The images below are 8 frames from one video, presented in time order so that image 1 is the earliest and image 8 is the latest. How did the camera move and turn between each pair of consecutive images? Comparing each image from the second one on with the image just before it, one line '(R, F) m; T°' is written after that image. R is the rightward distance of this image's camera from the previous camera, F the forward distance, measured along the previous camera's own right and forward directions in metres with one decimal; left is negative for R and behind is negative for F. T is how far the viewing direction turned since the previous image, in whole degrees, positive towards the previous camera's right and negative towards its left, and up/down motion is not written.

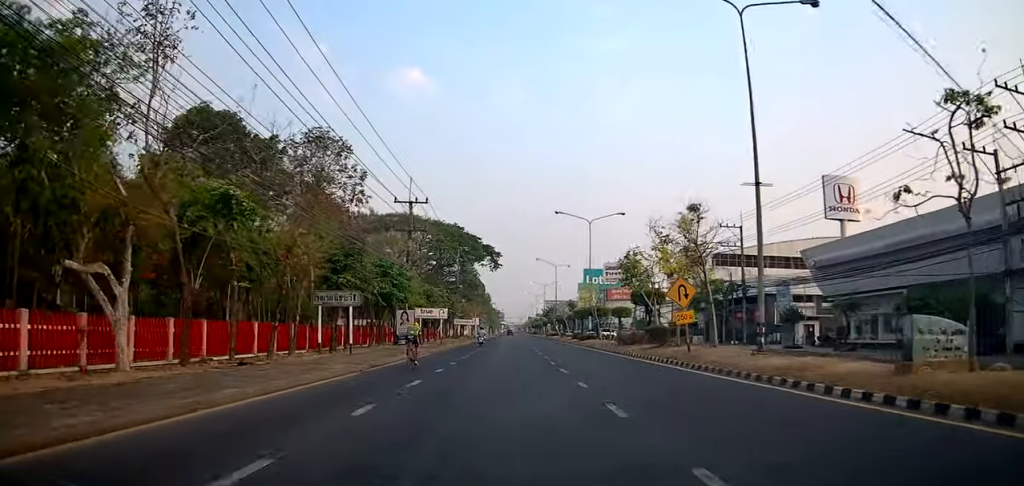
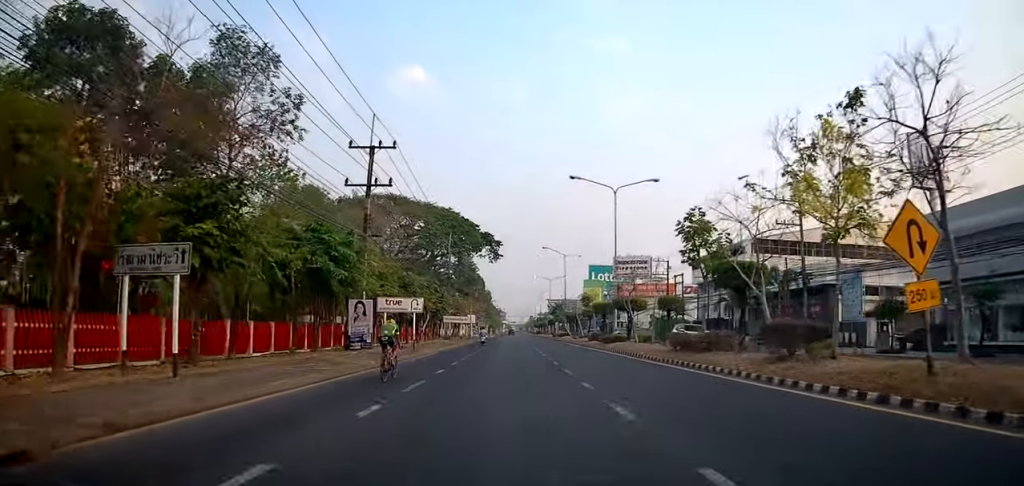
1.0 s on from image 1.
(+0.2, +12.8) m; 0°
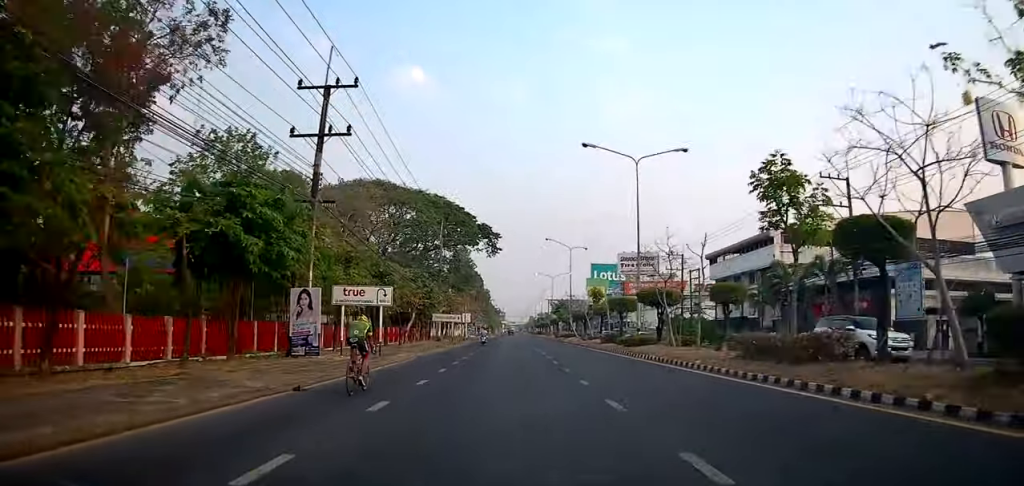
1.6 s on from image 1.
(-0.5, +7.8) m; 0°
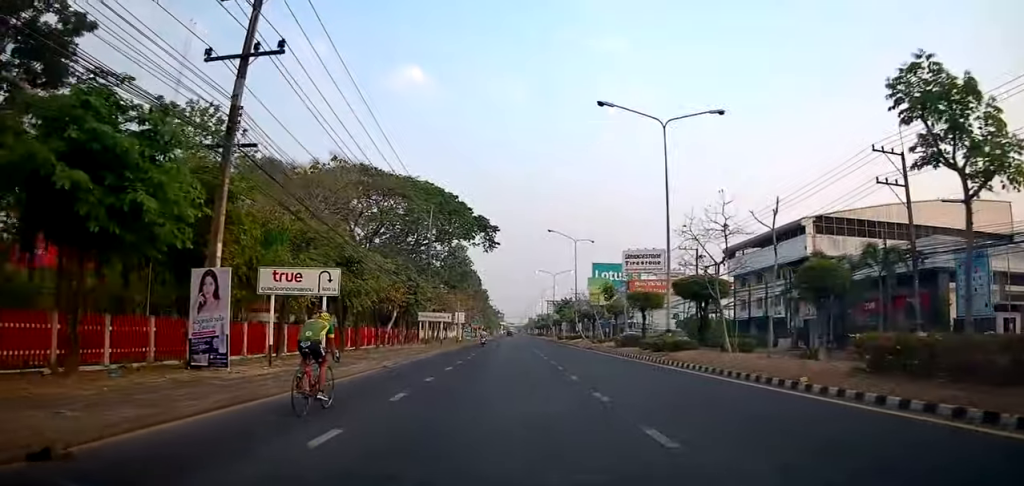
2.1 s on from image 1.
(+0.4, +7.0) m; 0°
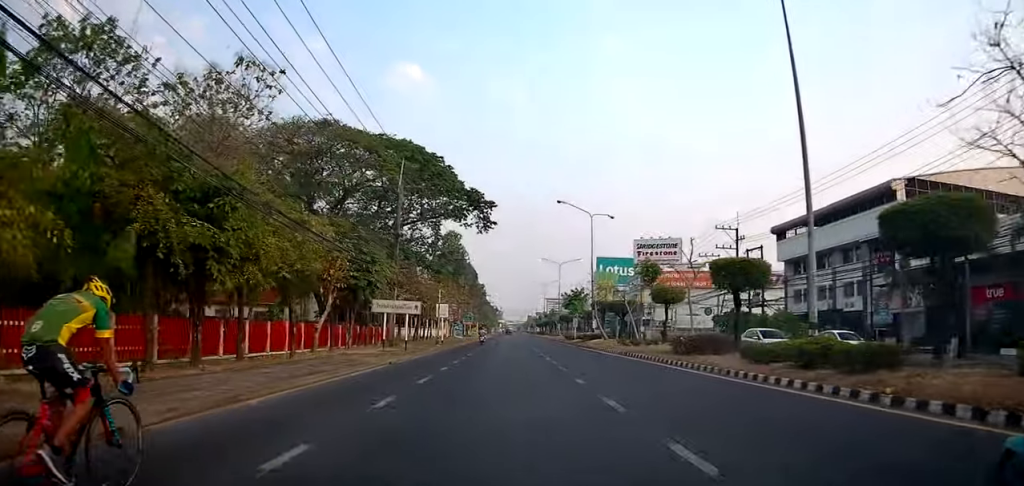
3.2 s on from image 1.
(0.0, +13.9) m; 0°
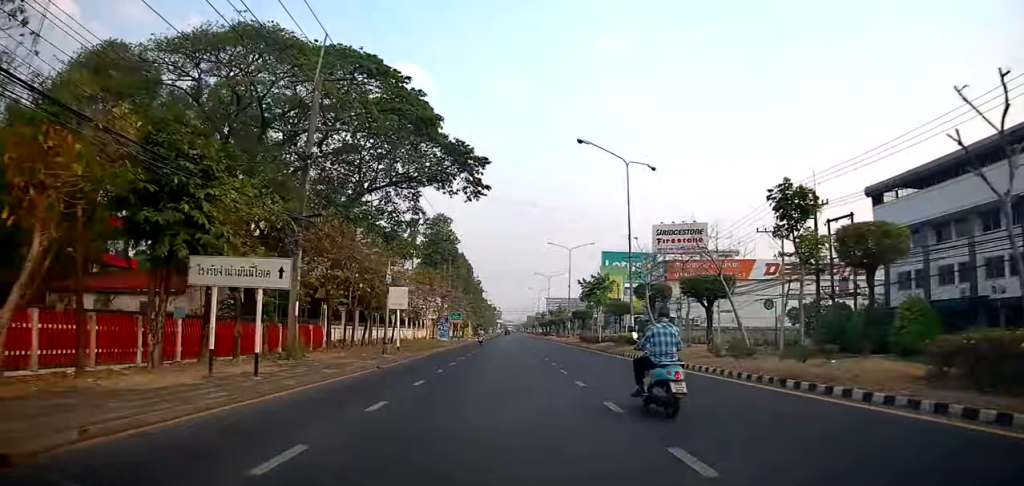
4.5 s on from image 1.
(+0.4, +16.9) m; +3°
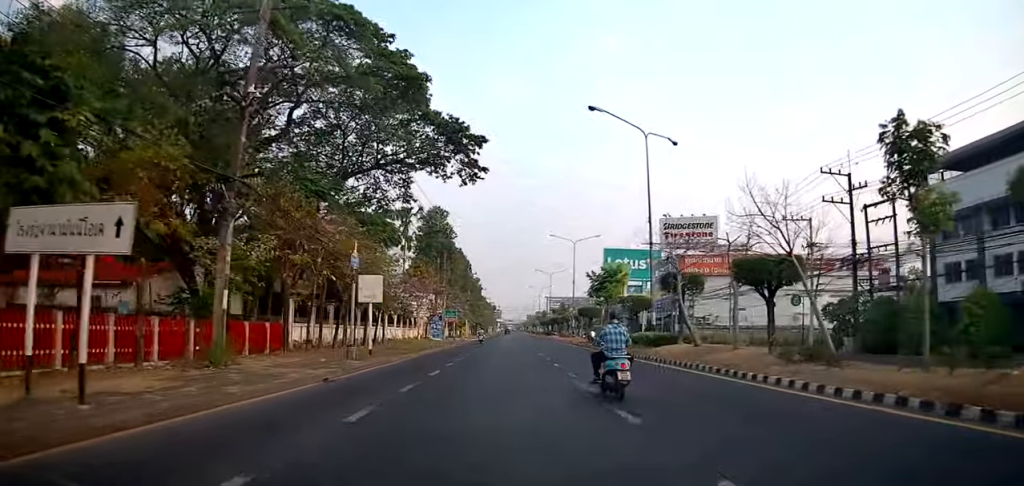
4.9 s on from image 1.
(+0.1, +5.3) m; 0°
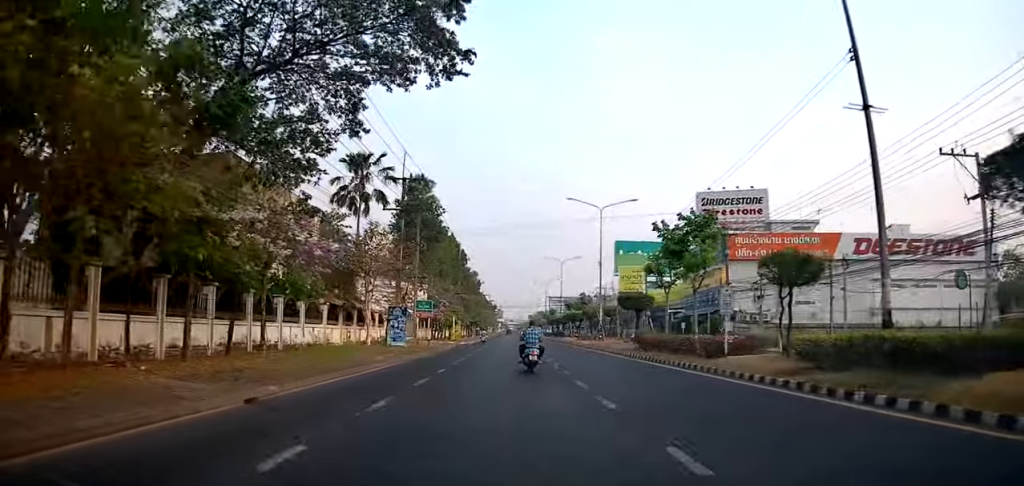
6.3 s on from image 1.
(-0.8, +19.4) m; -2°
